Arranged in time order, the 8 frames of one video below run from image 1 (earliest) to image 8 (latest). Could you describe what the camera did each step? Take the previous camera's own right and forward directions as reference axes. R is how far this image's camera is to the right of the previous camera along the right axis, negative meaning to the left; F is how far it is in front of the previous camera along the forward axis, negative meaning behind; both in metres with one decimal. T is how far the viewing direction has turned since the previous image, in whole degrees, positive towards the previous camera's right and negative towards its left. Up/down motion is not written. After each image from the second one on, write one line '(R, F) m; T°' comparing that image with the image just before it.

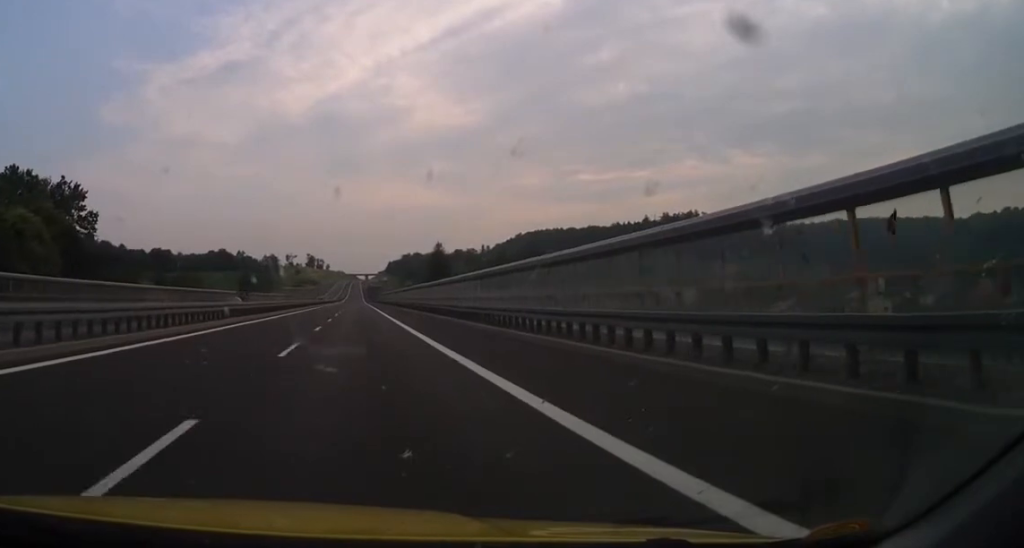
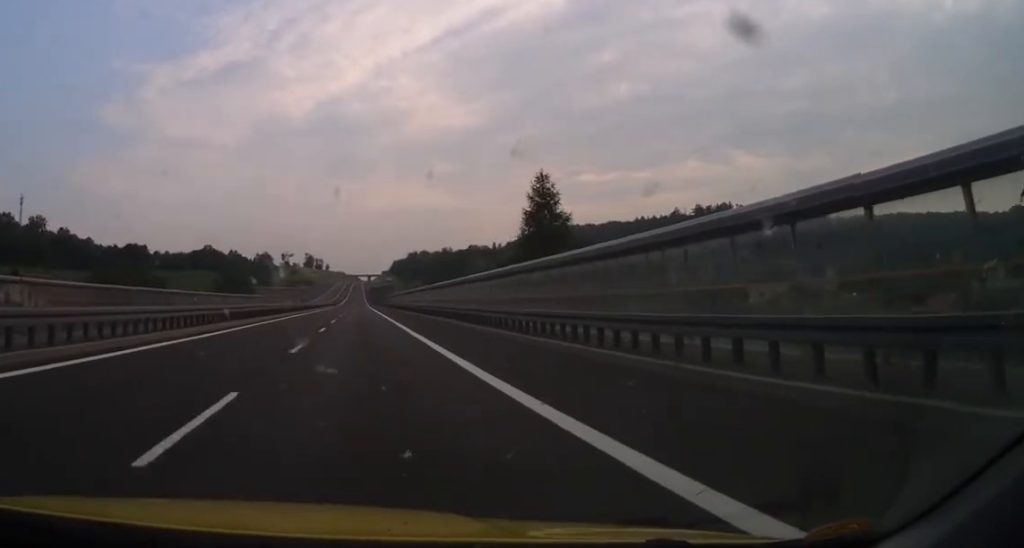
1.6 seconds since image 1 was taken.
(0.0, +49.3) m; 0°
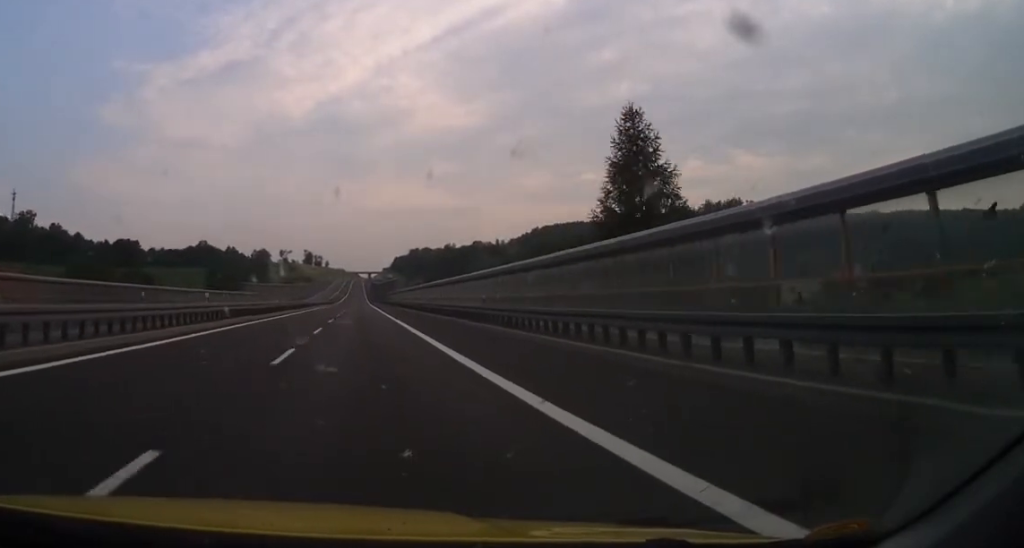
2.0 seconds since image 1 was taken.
(0.0, +12.5) m; 0°
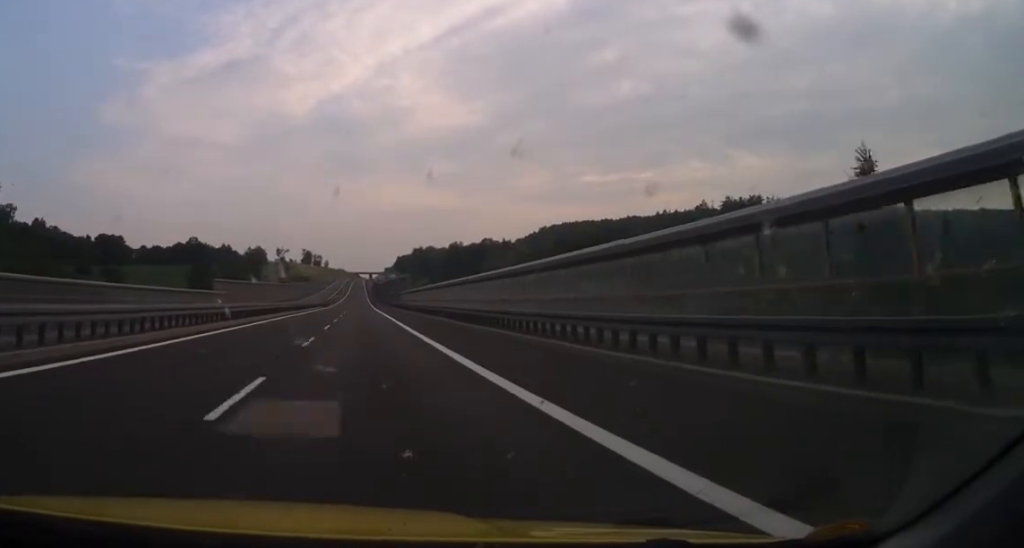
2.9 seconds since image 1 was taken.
(0.0, +25.4) m; 0°
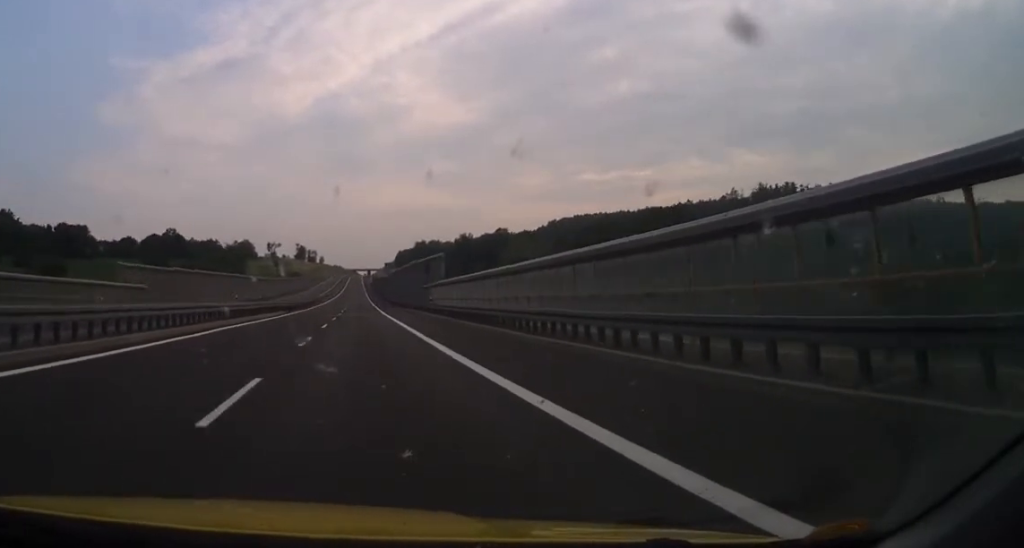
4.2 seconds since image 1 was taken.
(0.0, +46.5) m; 0°
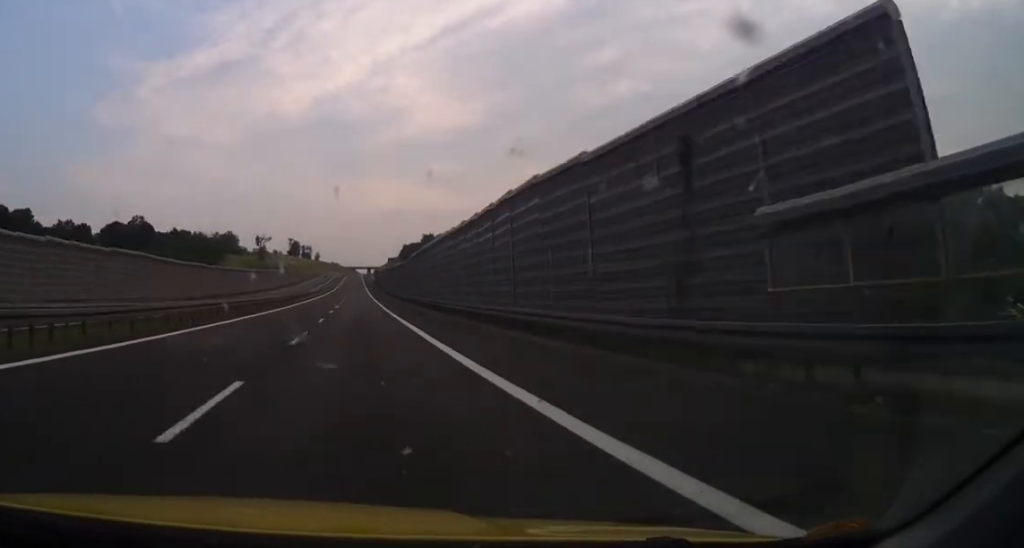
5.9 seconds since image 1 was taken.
(-0.2, +65.0) m; 0°
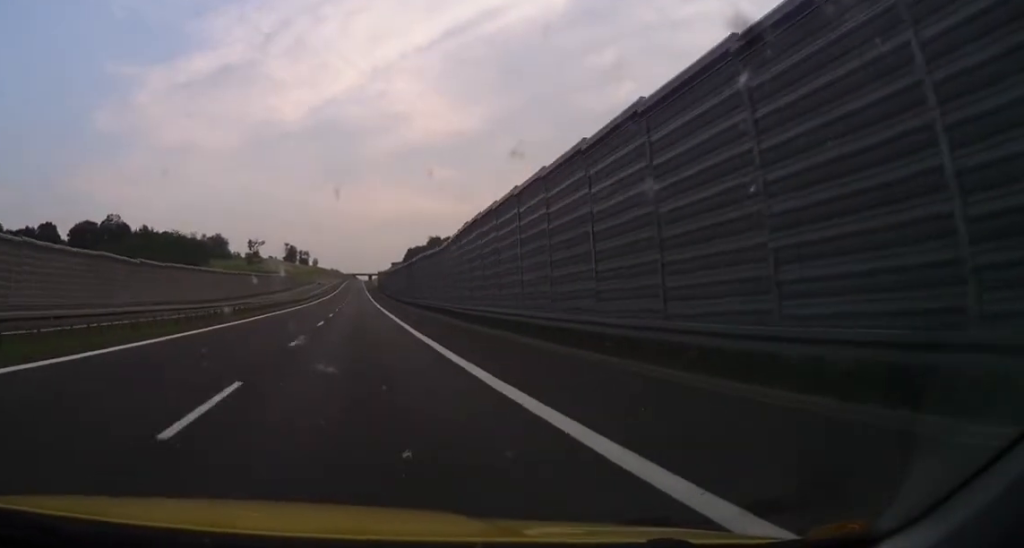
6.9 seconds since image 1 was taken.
(0.0, +36.6) m; 0°
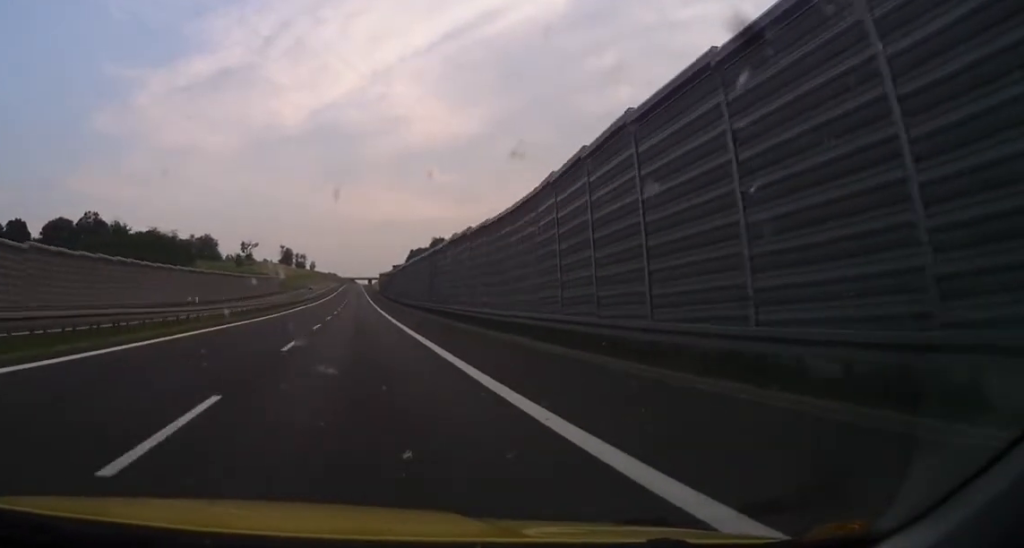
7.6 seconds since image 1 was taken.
(0.0, +25.6) m; 0°
